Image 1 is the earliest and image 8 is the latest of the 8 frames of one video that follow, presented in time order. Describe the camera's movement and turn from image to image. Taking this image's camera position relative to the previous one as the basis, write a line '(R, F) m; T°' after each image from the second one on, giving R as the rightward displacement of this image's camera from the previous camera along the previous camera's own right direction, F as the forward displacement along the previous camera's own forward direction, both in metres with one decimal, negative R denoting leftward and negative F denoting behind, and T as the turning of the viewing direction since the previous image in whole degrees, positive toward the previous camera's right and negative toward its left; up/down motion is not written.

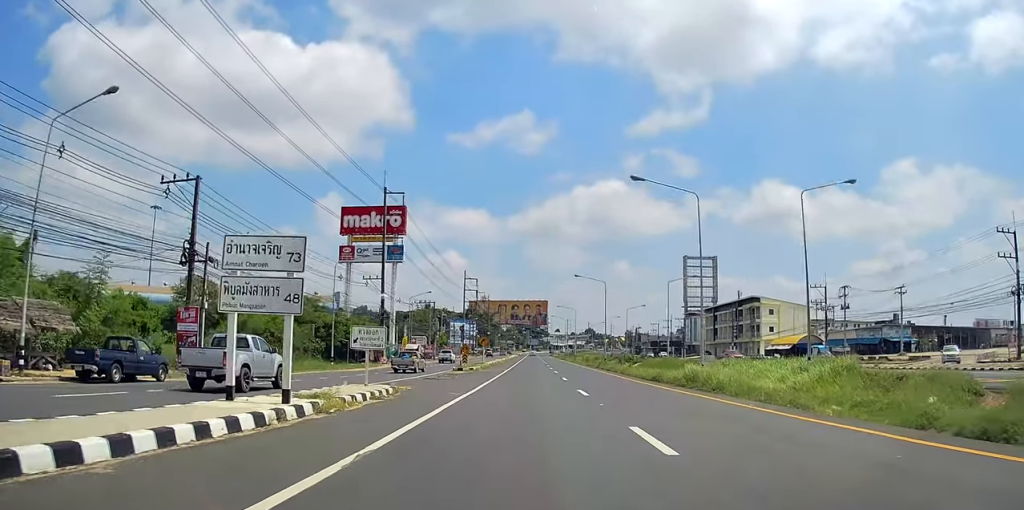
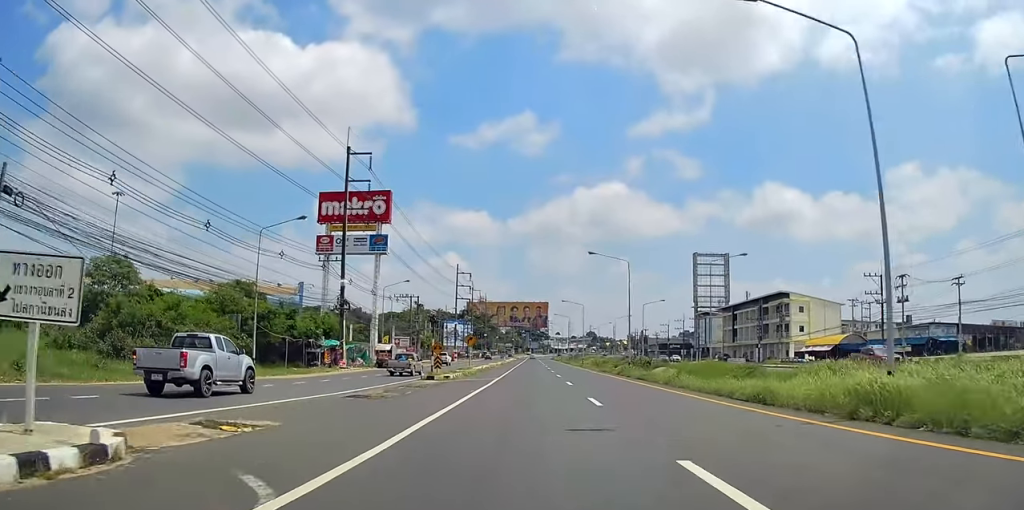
(+0.7, +15.7) m; 0°
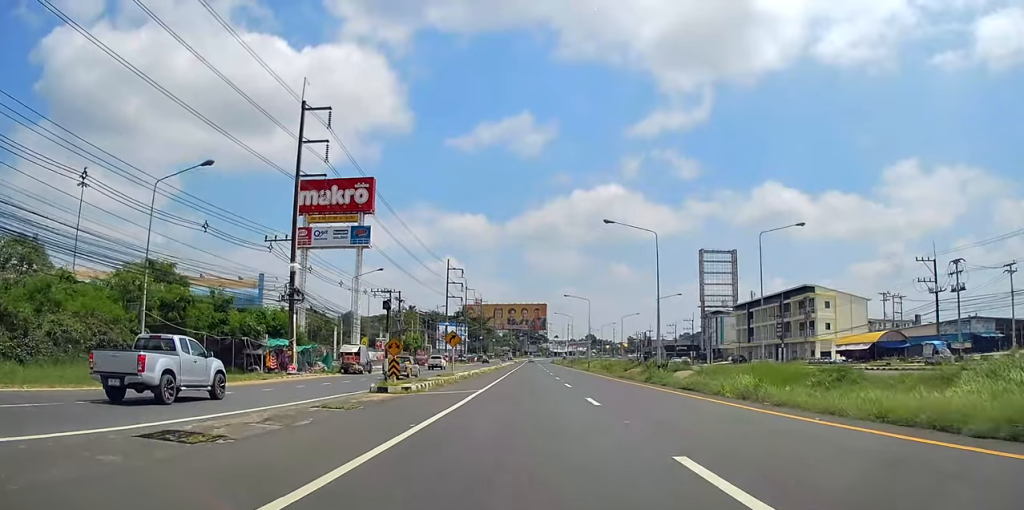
(-0.3, +11.6) m; 0°
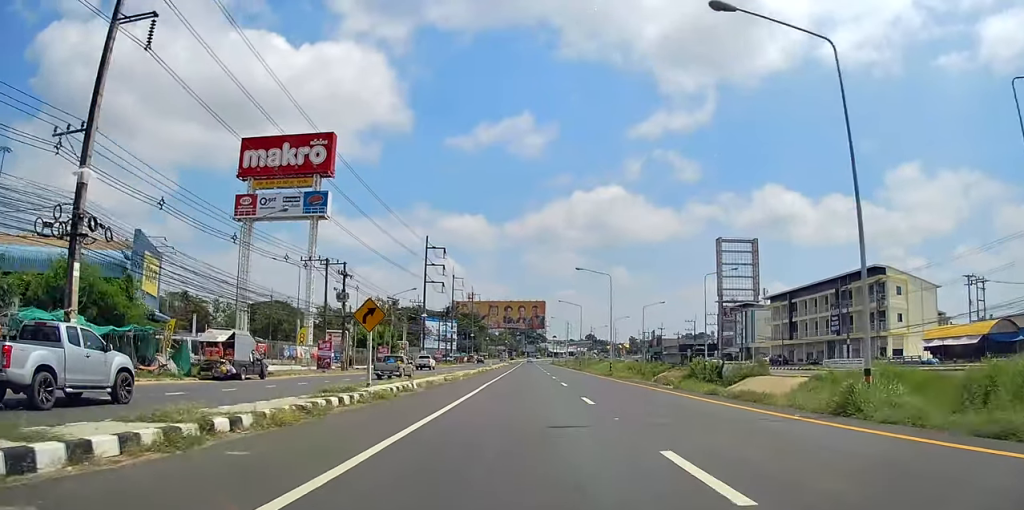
(+0.3, +23.9) m; 0°
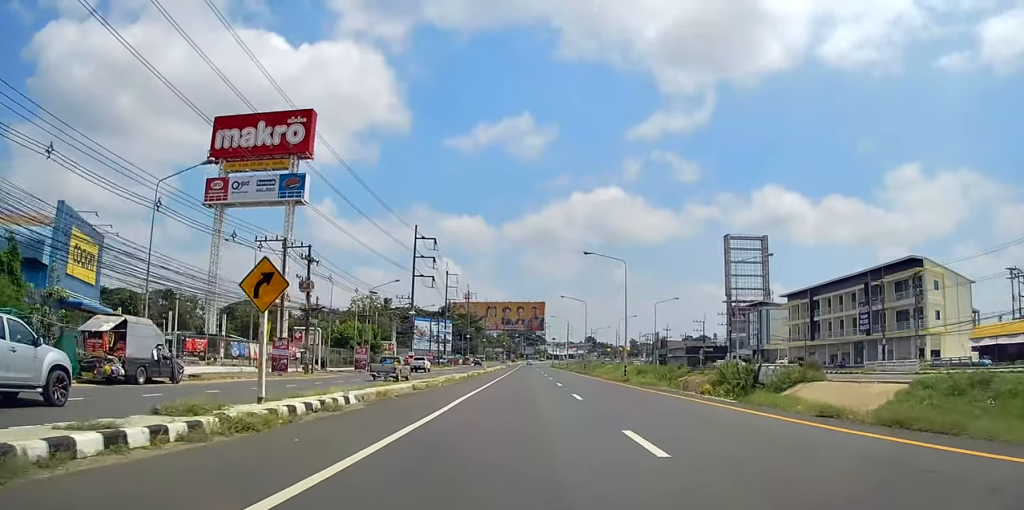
(0.0, +9.7) m; -1°
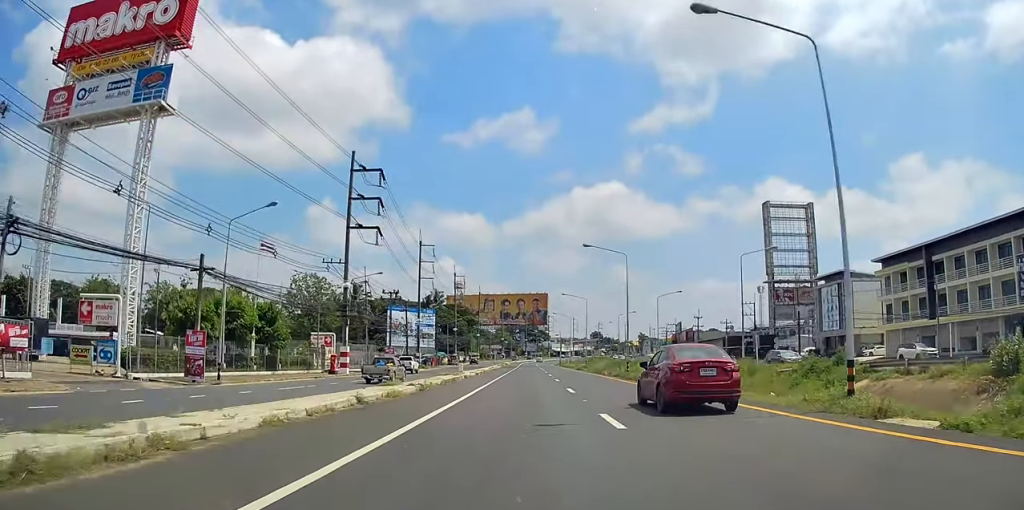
(-0.9, +33.9) m; +1°
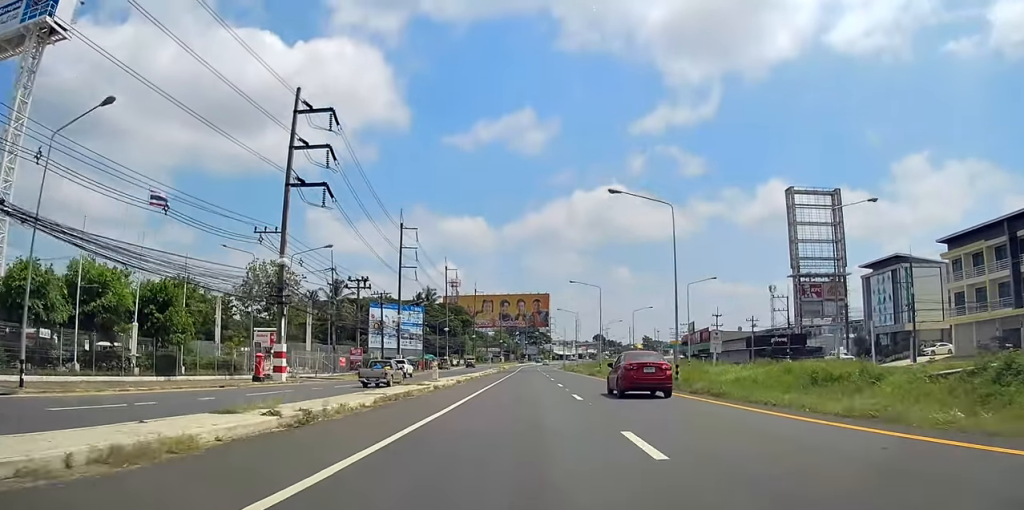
(+0.6, +15.7) m; 0°
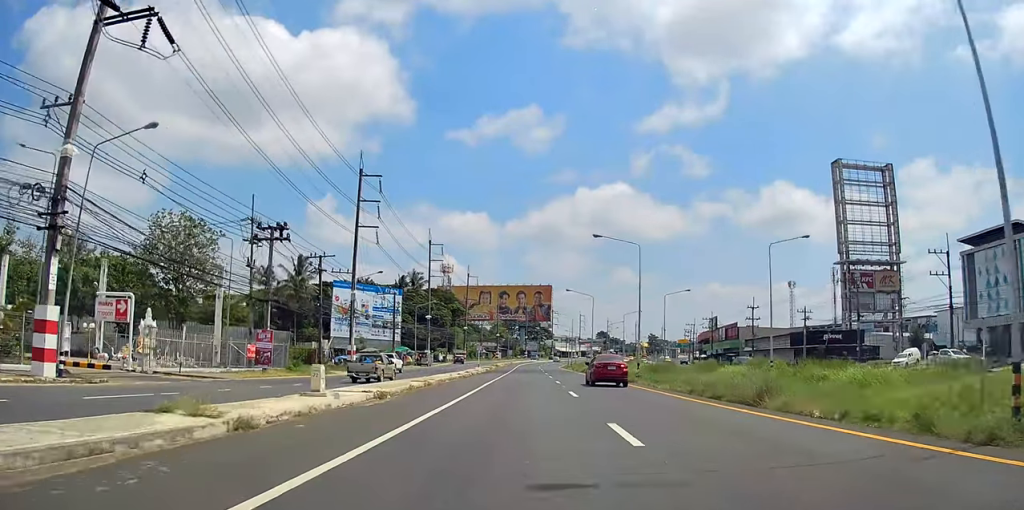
(-0.6, +22.8) m; 0°
